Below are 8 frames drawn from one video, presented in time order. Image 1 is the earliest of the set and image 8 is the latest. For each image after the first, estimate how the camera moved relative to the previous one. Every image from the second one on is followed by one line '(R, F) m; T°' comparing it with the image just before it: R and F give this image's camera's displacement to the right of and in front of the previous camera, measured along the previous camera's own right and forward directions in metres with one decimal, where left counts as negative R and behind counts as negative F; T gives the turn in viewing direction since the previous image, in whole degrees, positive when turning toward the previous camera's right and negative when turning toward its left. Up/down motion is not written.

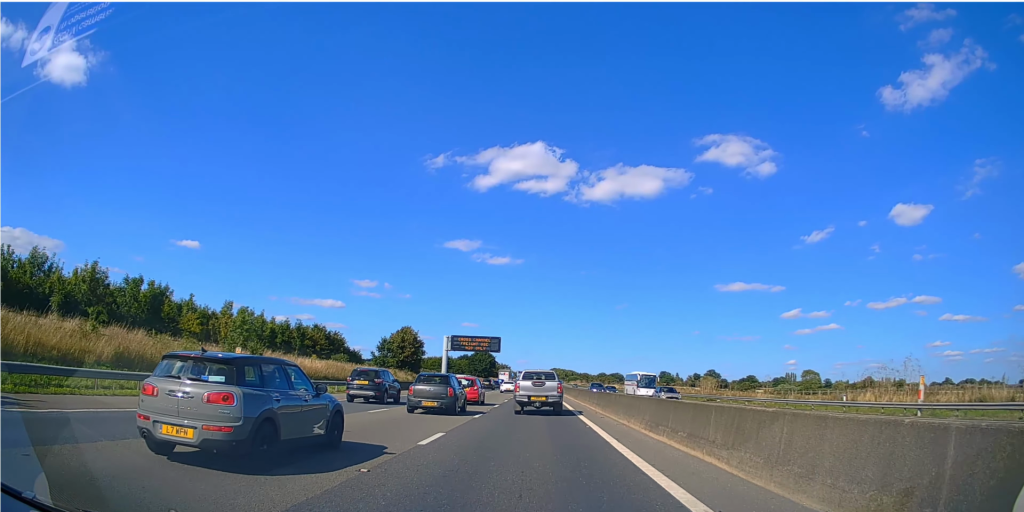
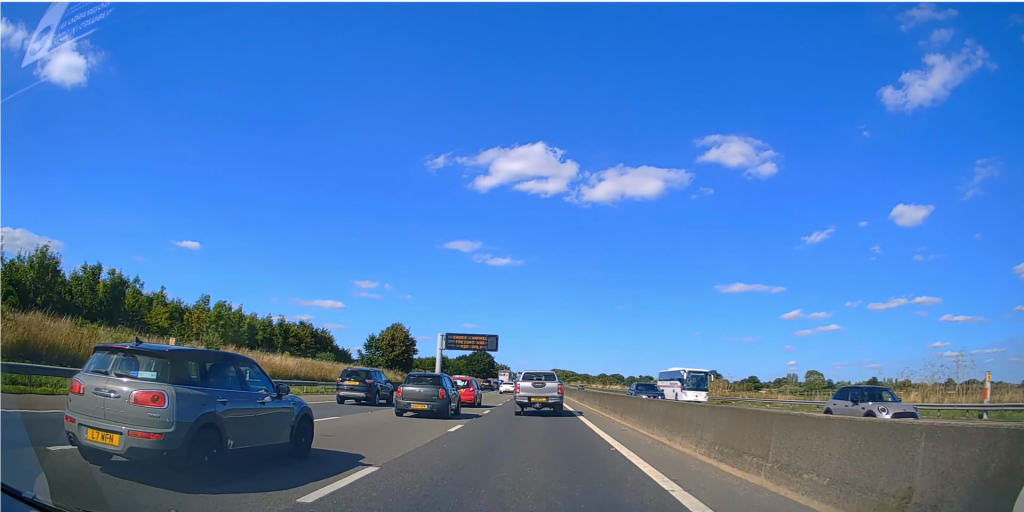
(0.0, +6.0) m; +1°
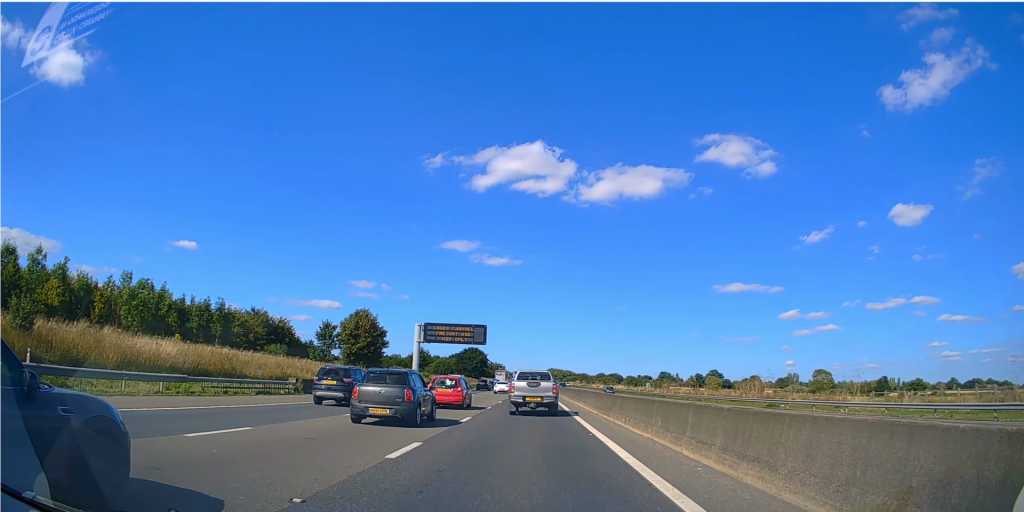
(+0.2, +15.1) m; 0°
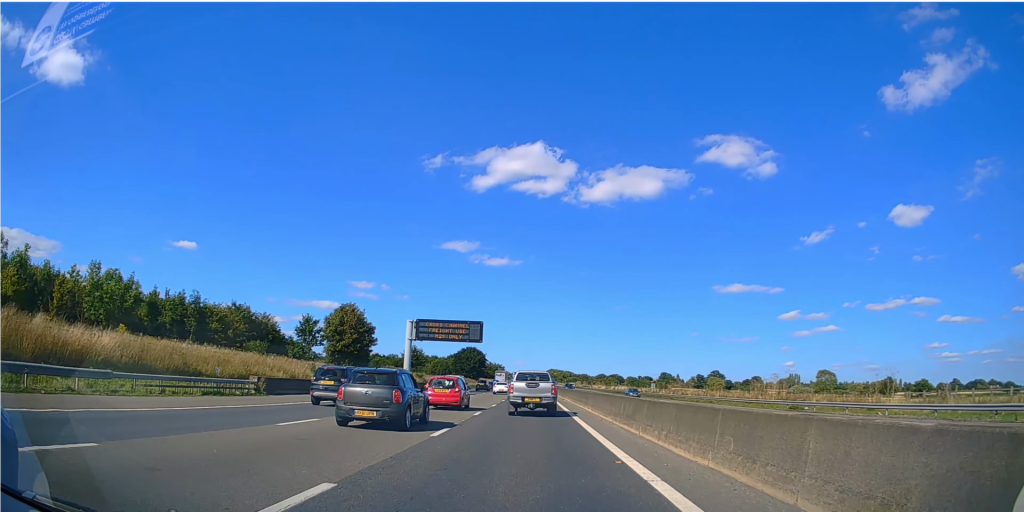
(-0.1, +4.9) m; 0°
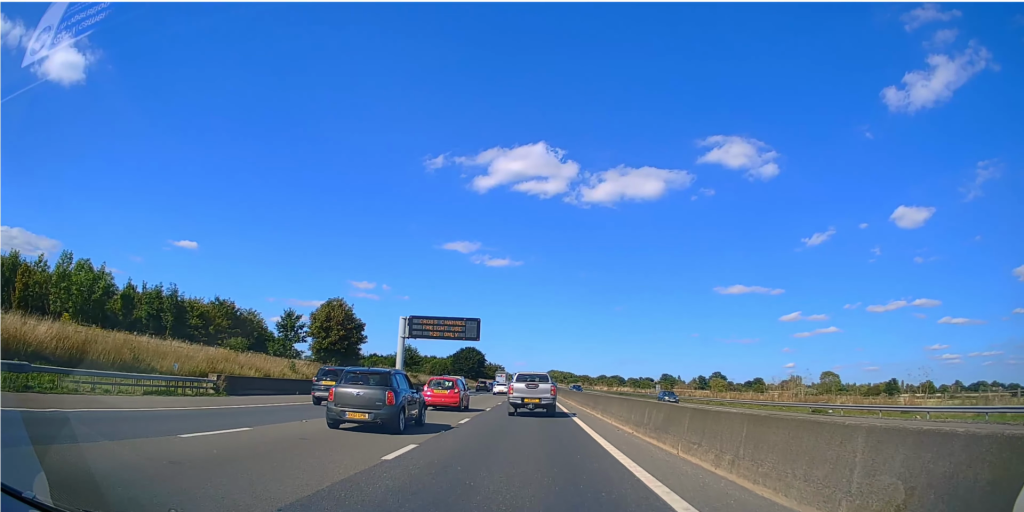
(+0.2, +4.3) m; 0°
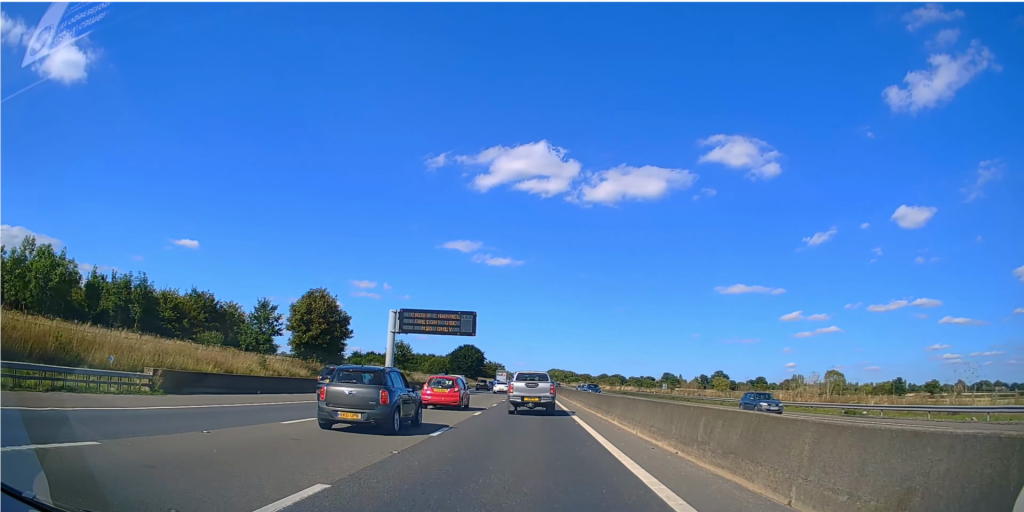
(0.0, +5.2) m; 0°
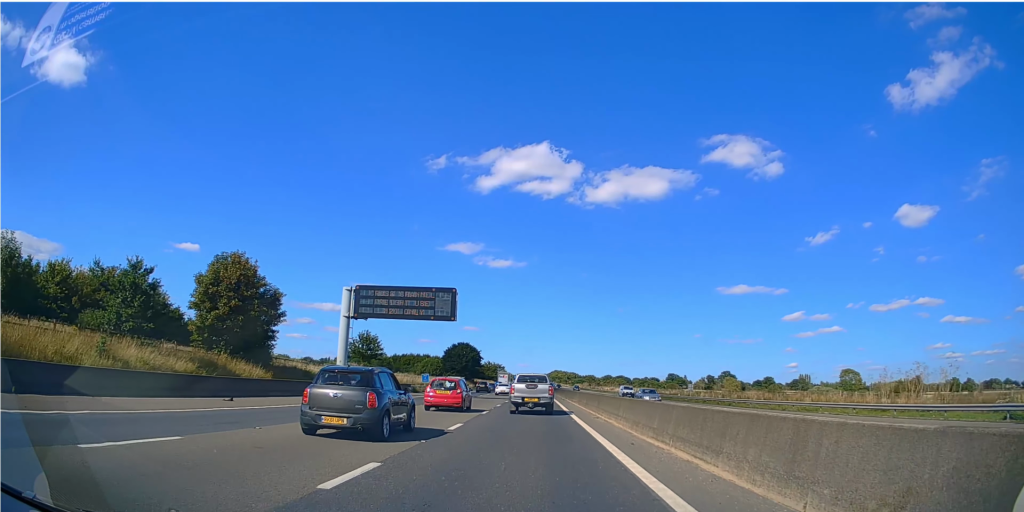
(-0.1, +16.0) m; +1°
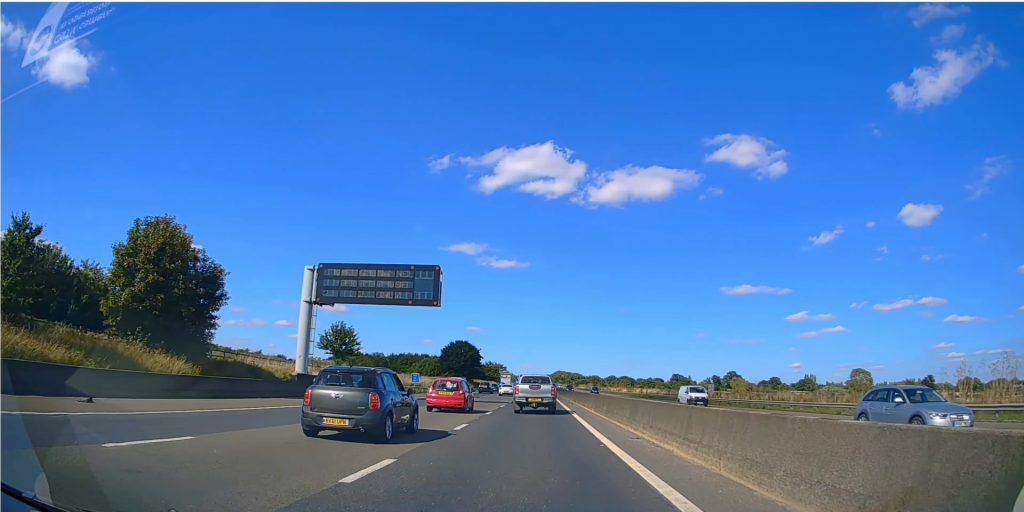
(+0.1, +8.5) m; -2°
